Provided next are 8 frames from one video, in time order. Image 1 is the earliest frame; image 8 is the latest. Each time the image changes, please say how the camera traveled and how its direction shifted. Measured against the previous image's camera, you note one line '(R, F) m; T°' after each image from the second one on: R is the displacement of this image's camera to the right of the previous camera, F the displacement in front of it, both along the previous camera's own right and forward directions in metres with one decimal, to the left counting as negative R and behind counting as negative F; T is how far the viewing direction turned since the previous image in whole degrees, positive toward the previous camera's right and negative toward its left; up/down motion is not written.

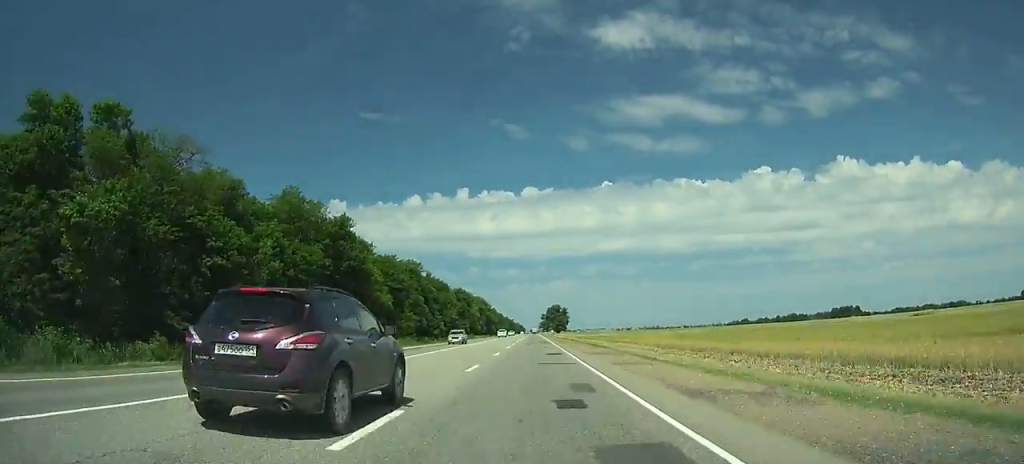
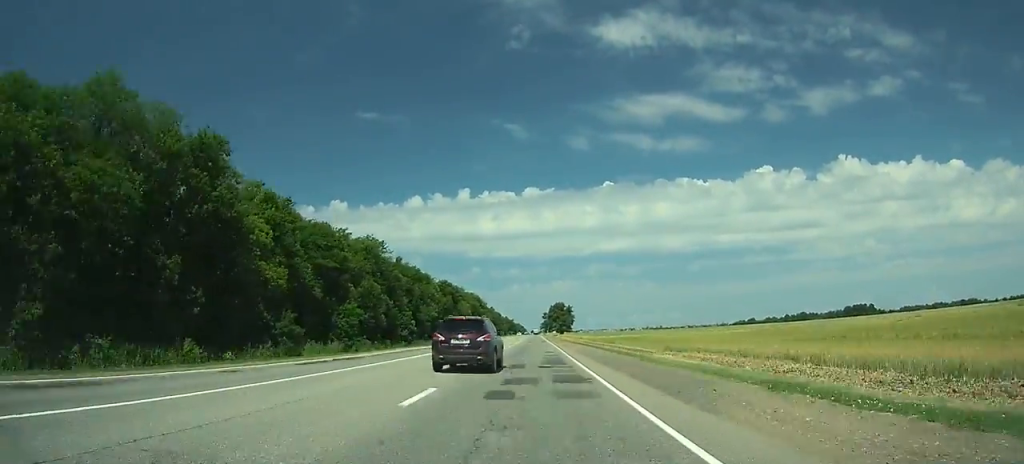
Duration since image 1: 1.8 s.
(0.0, +43.8) m; 0°
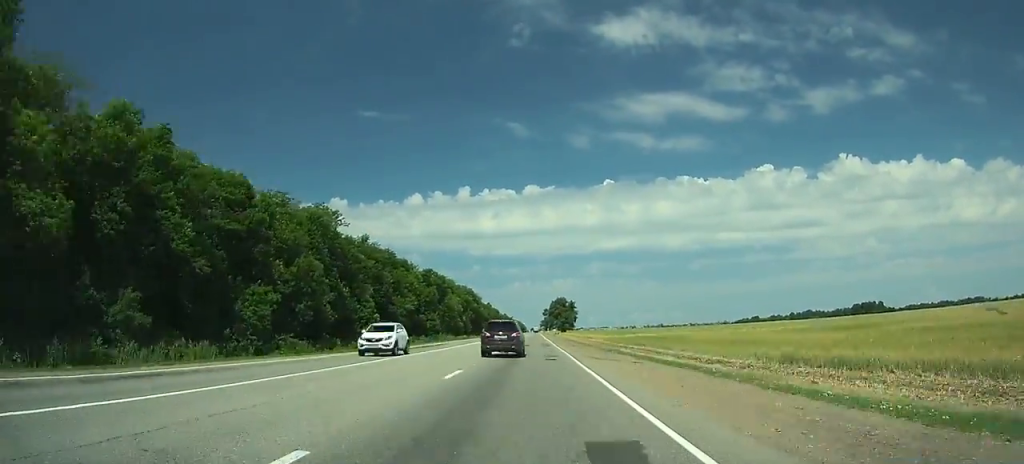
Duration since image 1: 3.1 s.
(0.0, +31.6) m; 0°
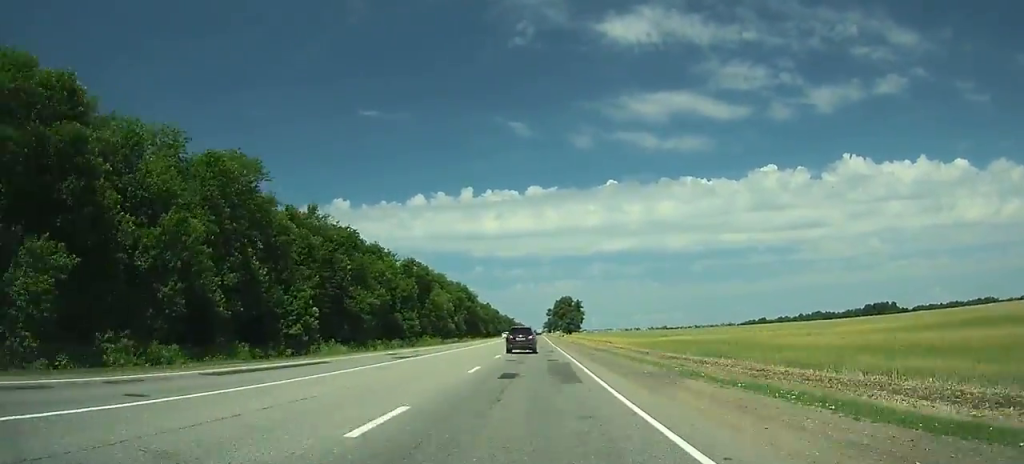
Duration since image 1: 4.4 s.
(0.0, +31.8) m; 0°
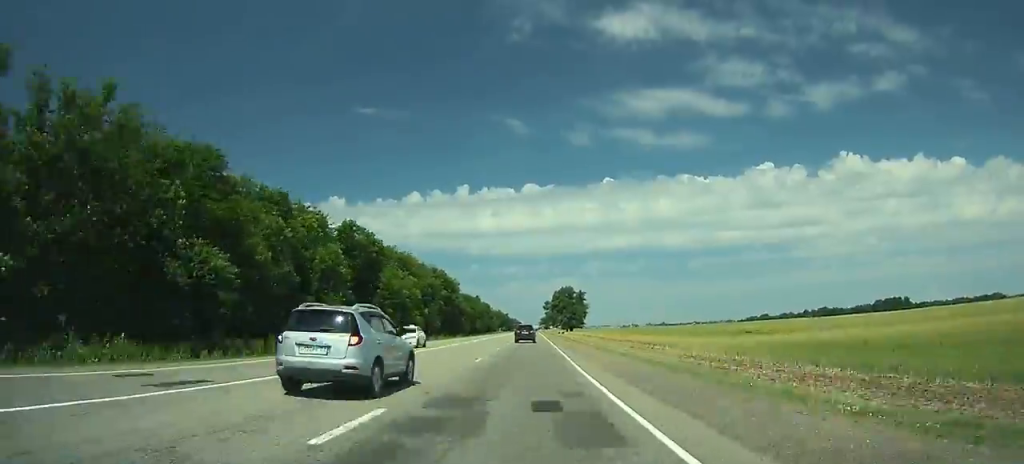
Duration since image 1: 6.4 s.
(0.0, +49.2) m; 0°
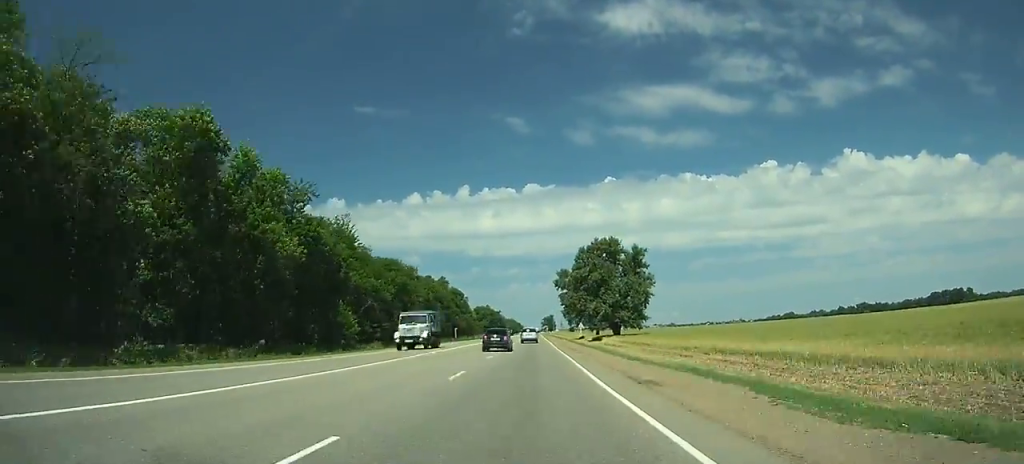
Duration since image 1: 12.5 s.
(-0.4, +152.7) m; 0°
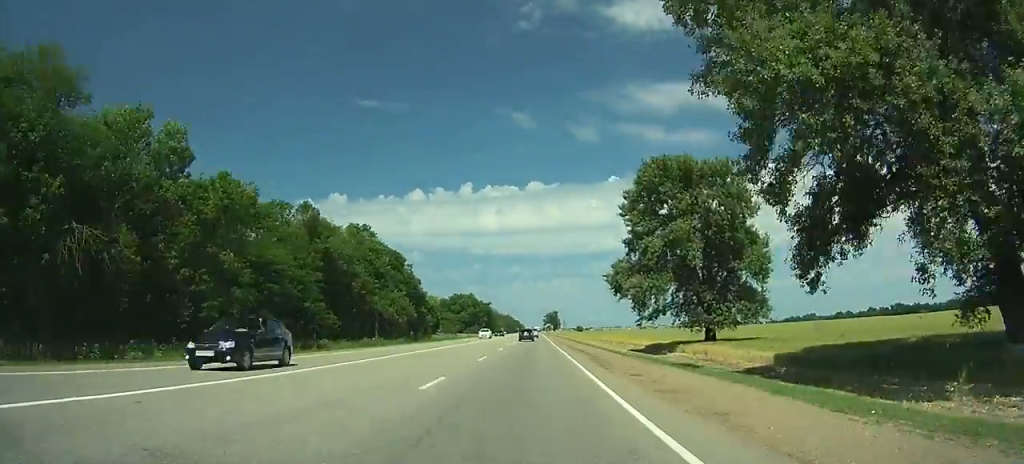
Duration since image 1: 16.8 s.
(+0.1, +110.5) m; 0°
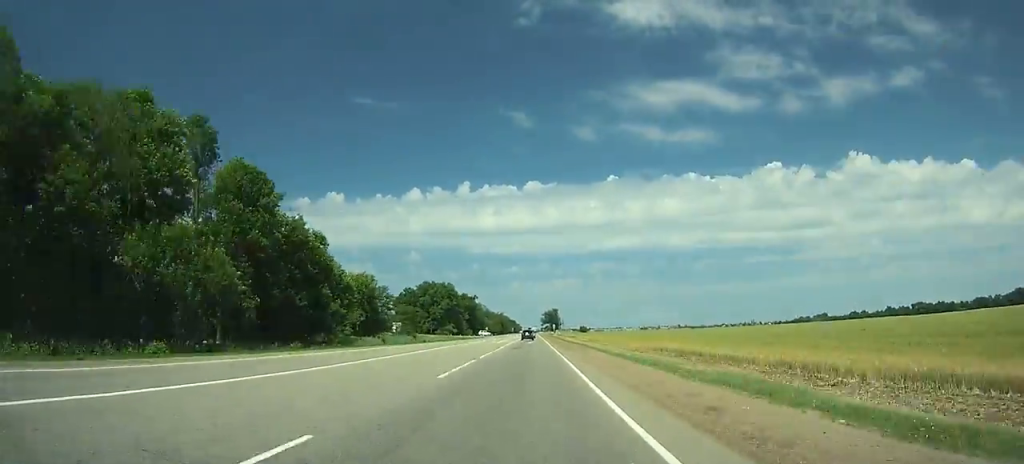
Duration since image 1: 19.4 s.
(0.0, +67.5) m; 0°
